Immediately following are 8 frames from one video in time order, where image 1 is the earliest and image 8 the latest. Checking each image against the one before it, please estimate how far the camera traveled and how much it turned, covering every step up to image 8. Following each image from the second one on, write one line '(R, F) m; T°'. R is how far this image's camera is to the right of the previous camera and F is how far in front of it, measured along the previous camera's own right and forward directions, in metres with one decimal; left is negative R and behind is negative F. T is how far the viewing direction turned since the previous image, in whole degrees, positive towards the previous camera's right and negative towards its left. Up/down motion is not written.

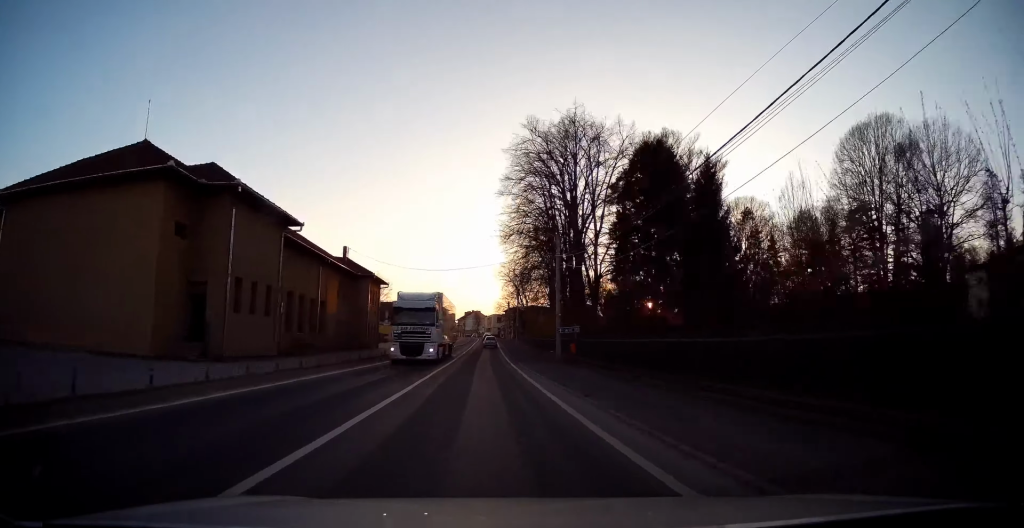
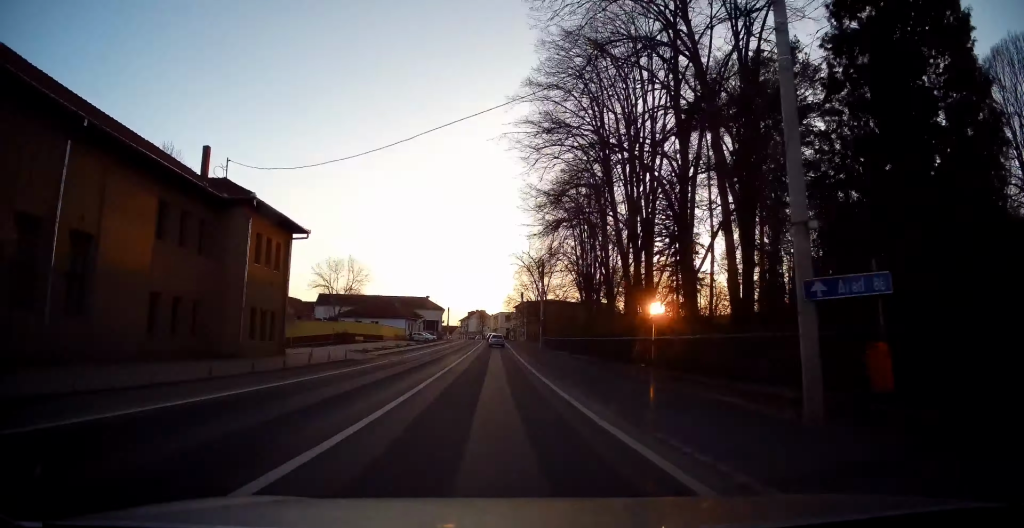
(0.0, +26.6) m; +1°
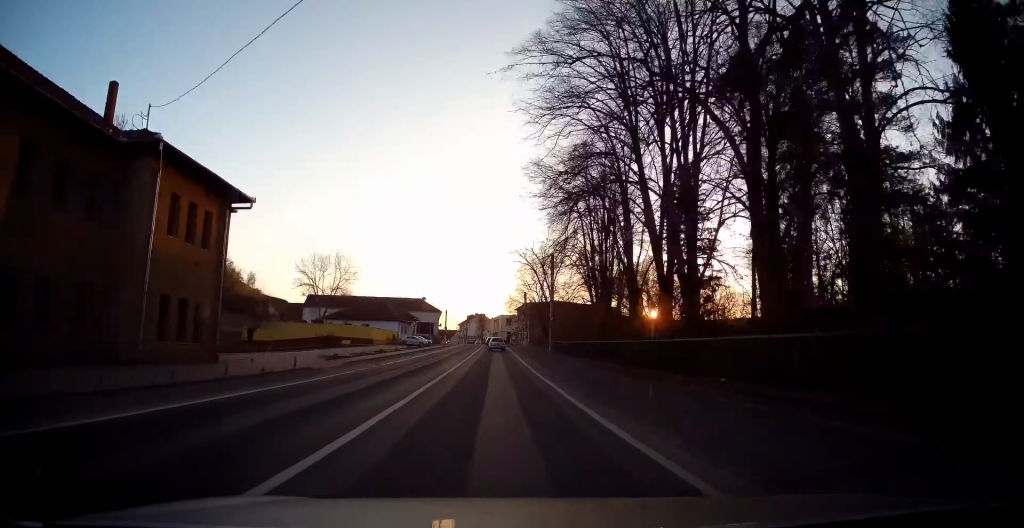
(-0.1, +7.3) m; +1°
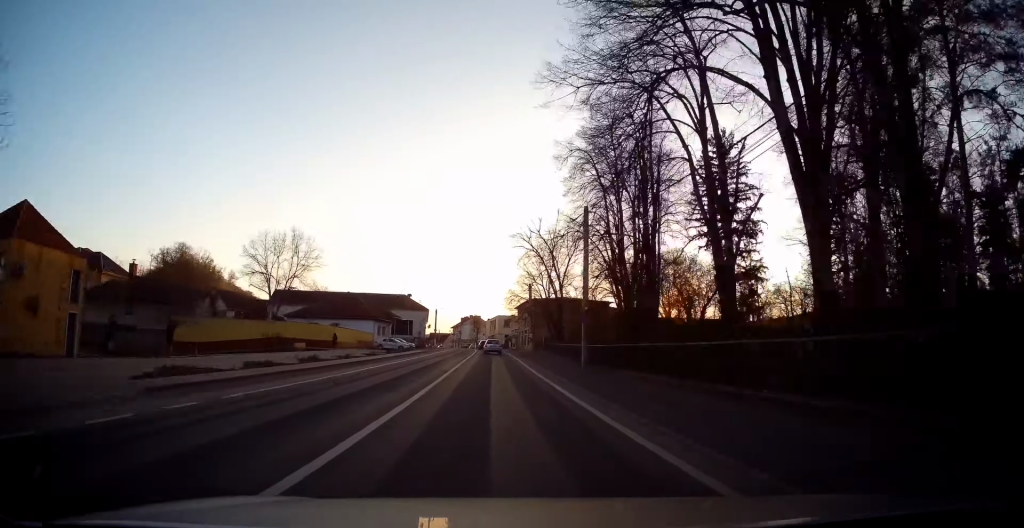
(+0.4, +15.8) m; -1°
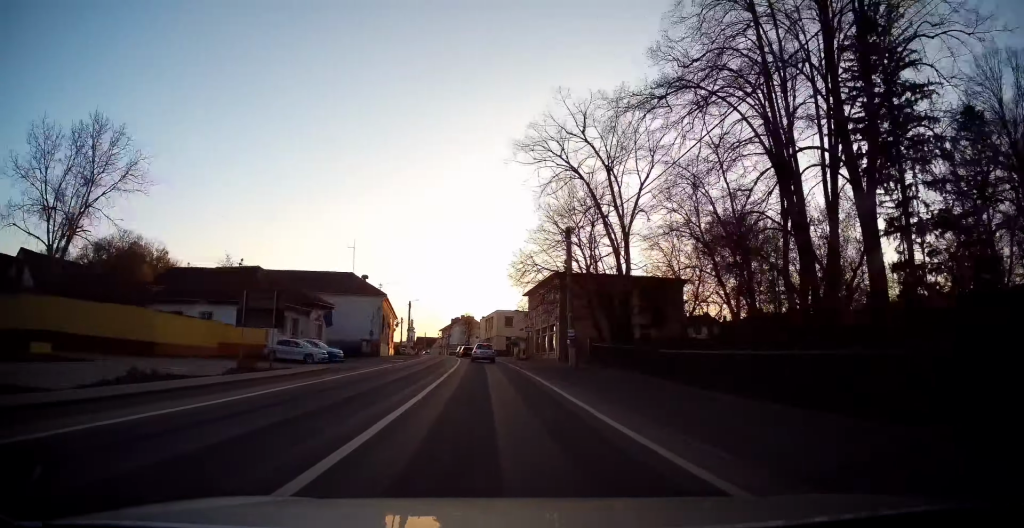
(-0.5, +34.1) m; 0°
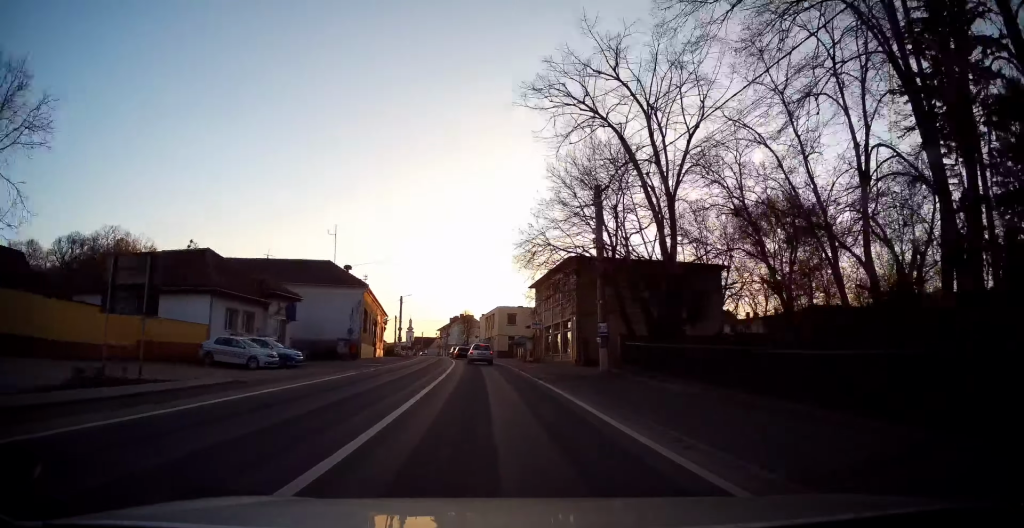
(+0.3, +8.8) m; +1°
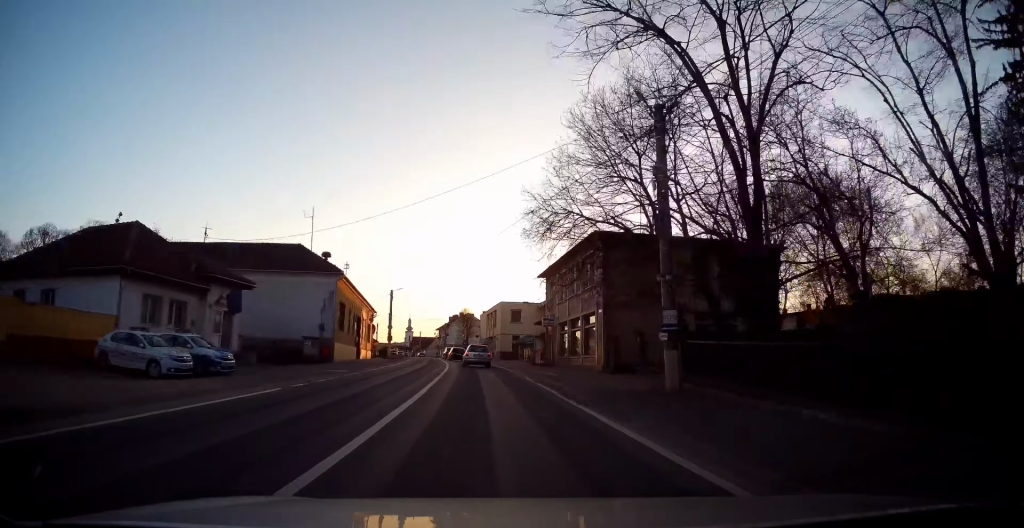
(-0.3, +8.5) m; 0°
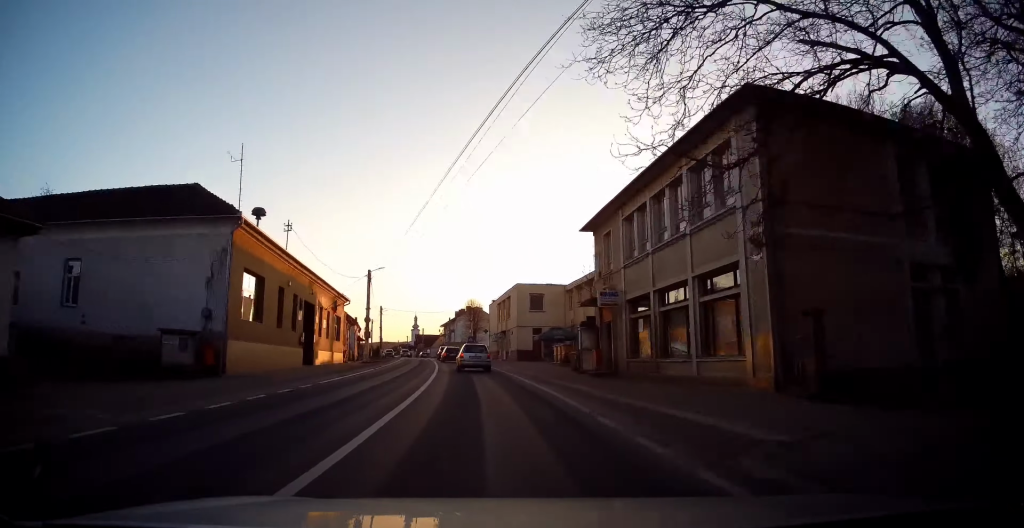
(+0.1, +17.6) m; -1°
